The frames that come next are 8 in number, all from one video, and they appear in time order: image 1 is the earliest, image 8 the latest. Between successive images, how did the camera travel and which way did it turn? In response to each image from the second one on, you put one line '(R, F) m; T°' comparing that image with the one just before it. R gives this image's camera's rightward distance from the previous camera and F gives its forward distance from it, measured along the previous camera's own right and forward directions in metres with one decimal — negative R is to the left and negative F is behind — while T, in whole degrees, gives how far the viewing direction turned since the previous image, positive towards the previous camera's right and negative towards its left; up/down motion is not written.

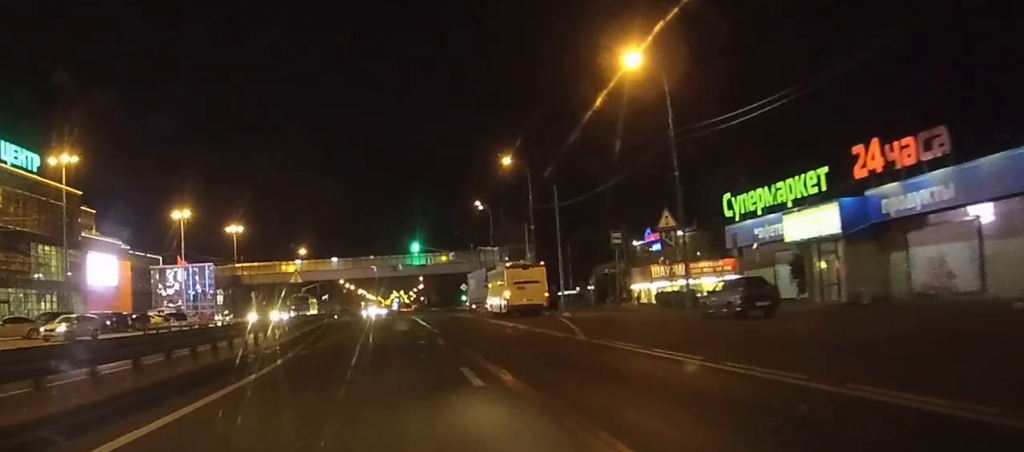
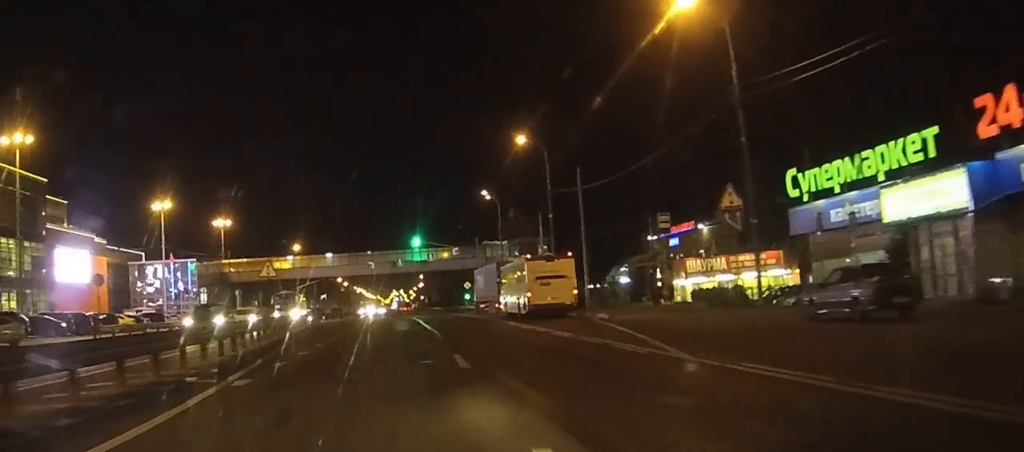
(0.0, +8.7) m; 0°
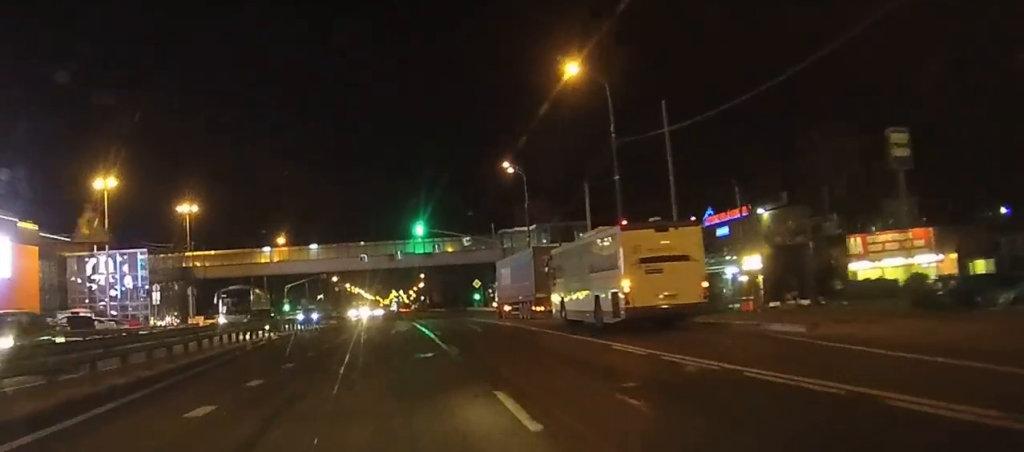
(0.0, +18.9) m; 0°
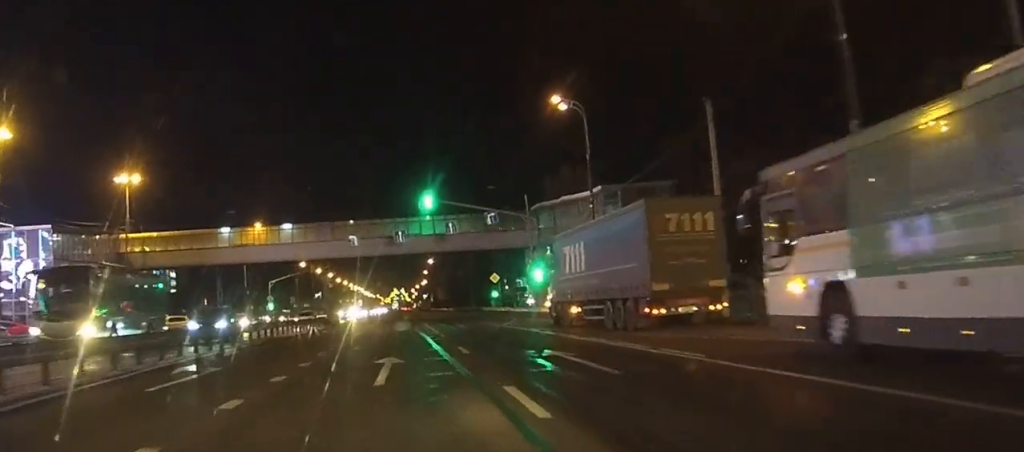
(-0.2, +22.5) m; -1°
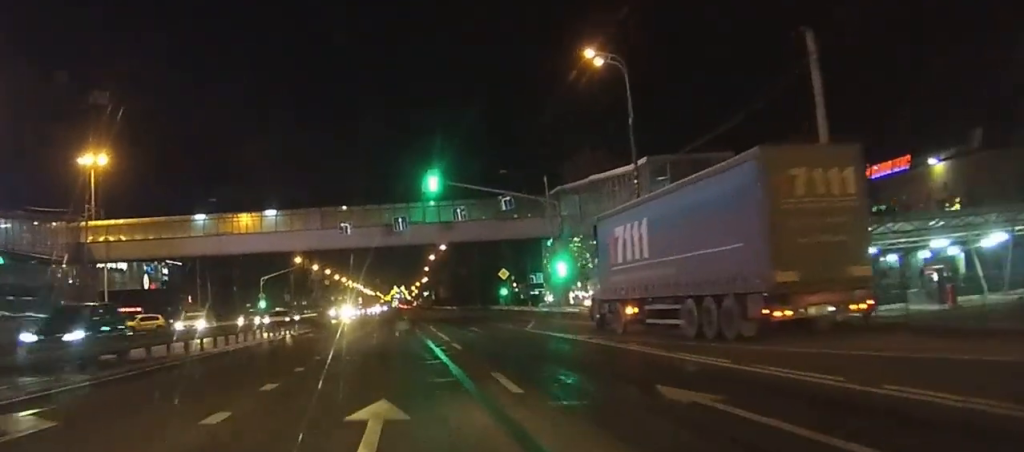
(0.0, +8.9) m; 0°
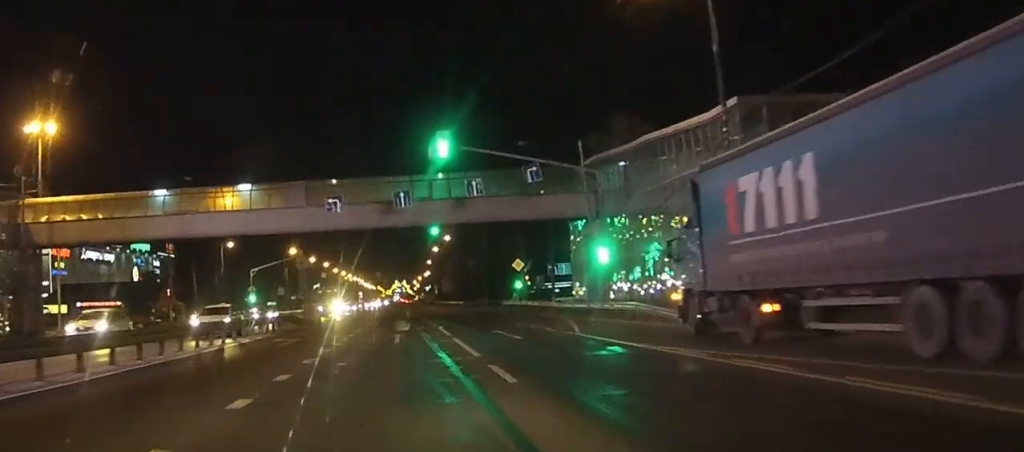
(0.0, +10.6) m; 0°
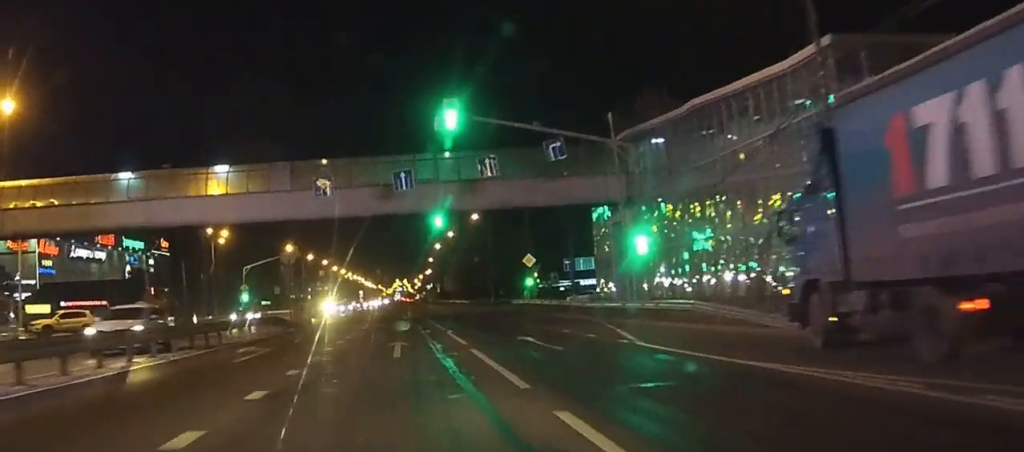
(0.0, +6.7) m; 0°
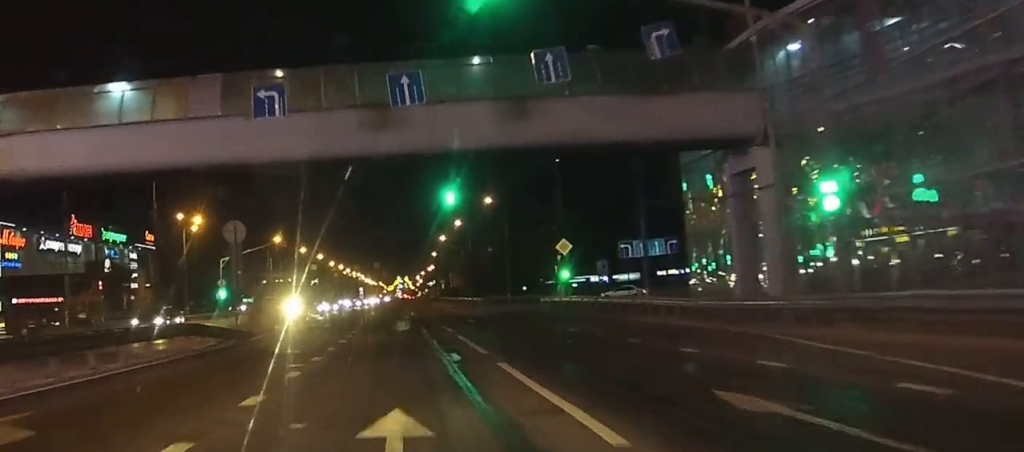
(0.0, +16.2) m; 0°
